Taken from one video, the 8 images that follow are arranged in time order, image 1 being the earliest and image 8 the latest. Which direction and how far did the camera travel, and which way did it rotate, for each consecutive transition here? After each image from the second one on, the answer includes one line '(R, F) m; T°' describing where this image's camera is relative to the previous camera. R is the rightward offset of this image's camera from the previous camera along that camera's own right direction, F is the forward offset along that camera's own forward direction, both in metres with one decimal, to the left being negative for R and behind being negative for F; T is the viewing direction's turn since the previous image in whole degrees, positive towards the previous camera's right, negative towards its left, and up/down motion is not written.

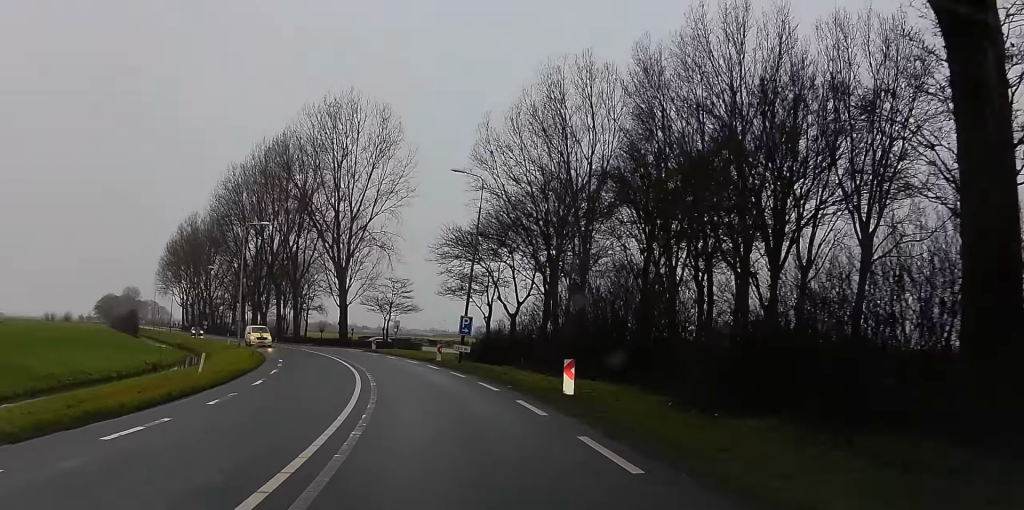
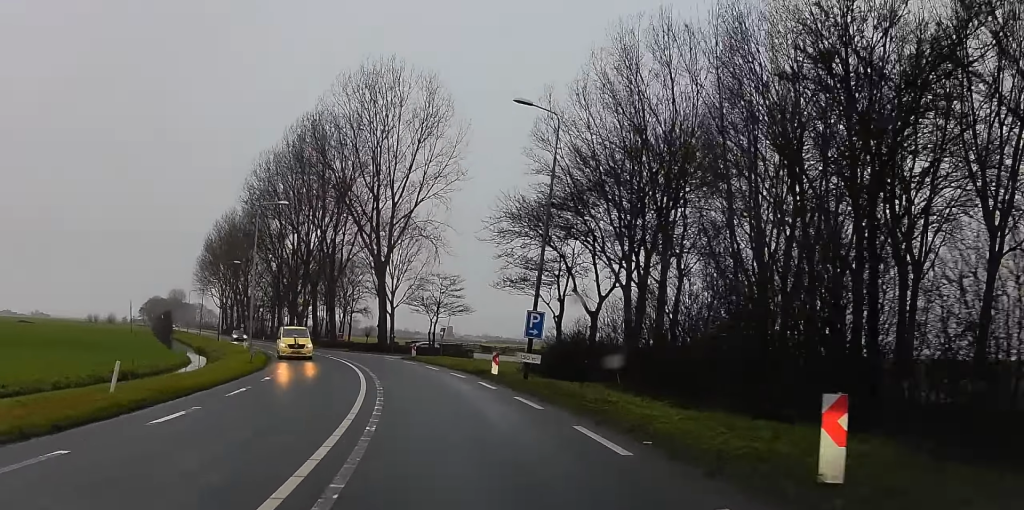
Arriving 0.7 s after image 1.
(-0.2, +10.7) m; -2°
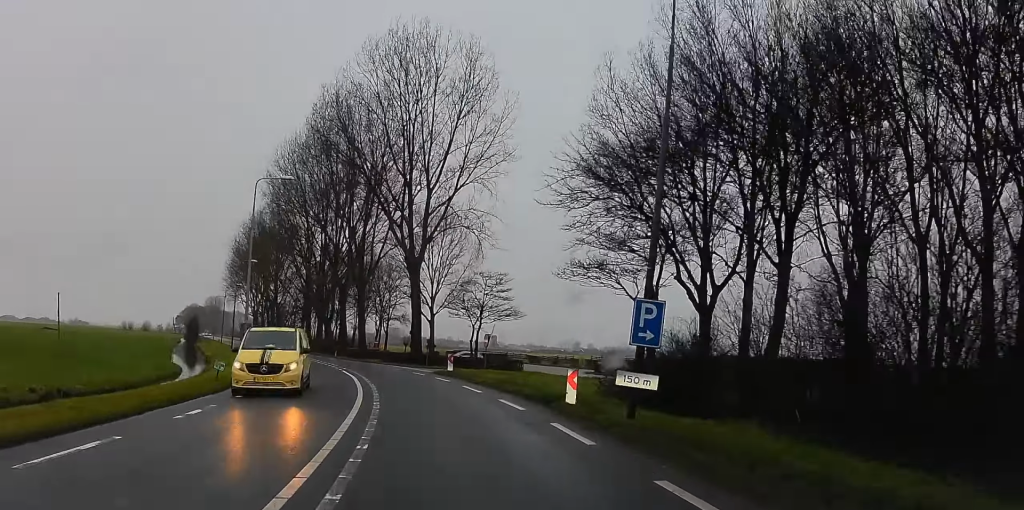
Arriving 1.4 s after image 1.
(-0.1, +10.8) m; -1°
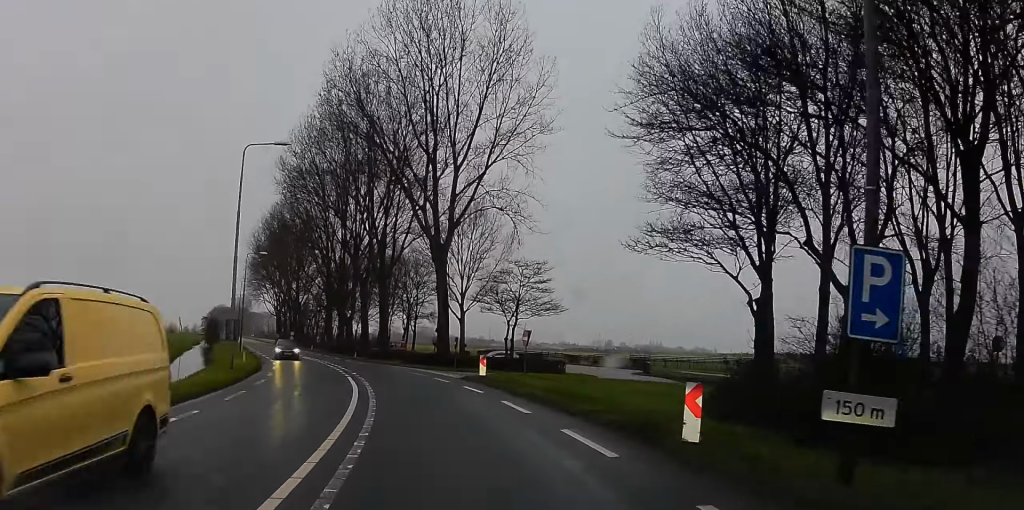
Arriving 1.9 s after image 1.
(0.0, +7.2) m; -2°
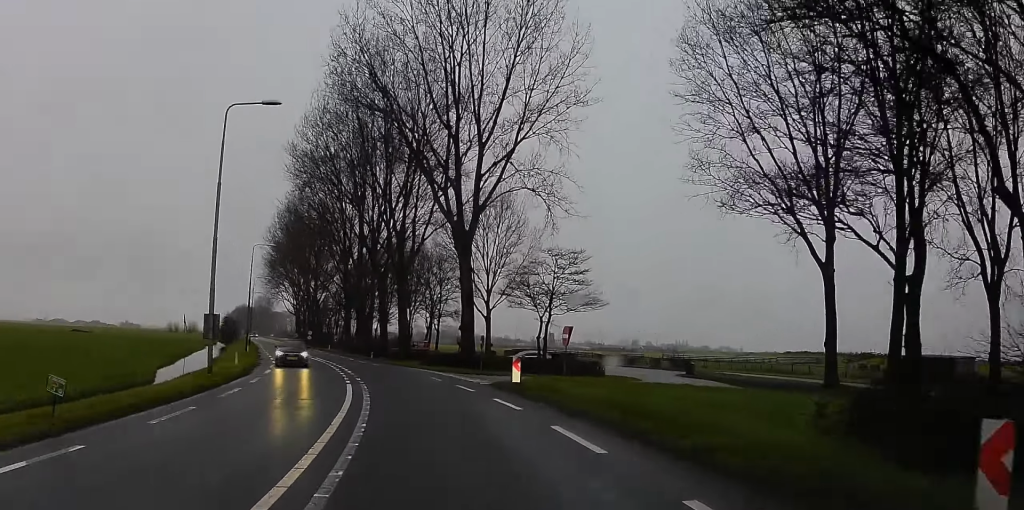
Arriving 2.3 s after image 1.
(+0.1, +6.0) m; -2°
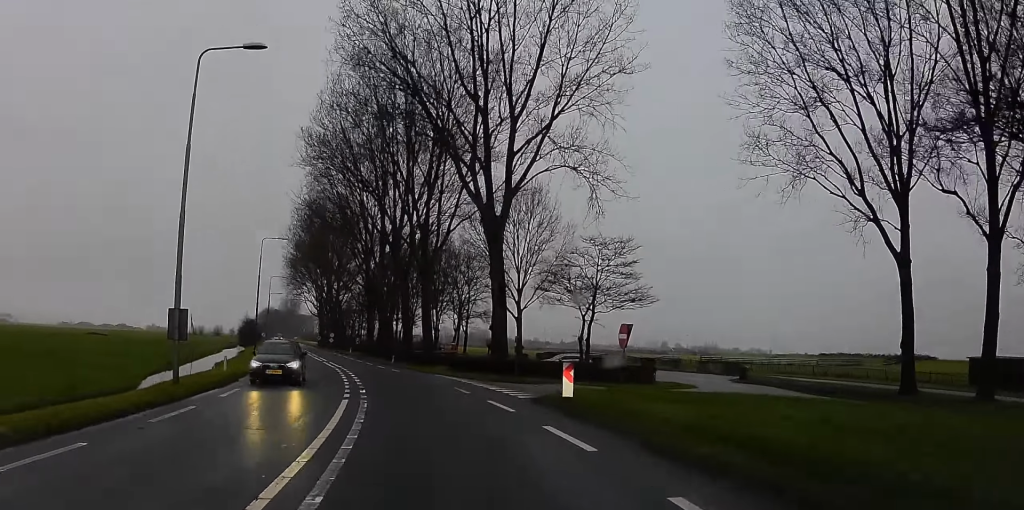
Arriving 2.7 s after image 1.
(+0.3, +5.9) m; -2°
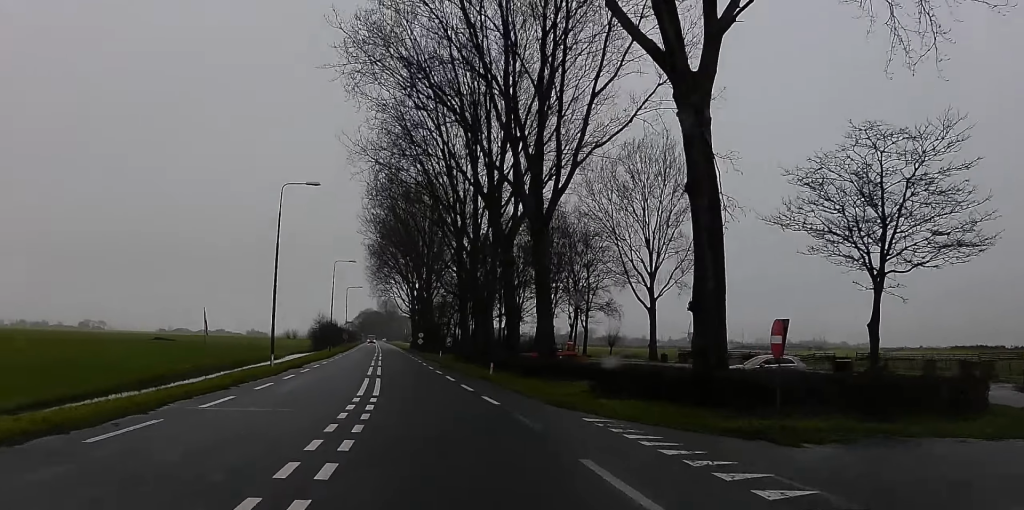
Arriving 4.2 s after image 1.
(-3.4, +21.2) m; -13°
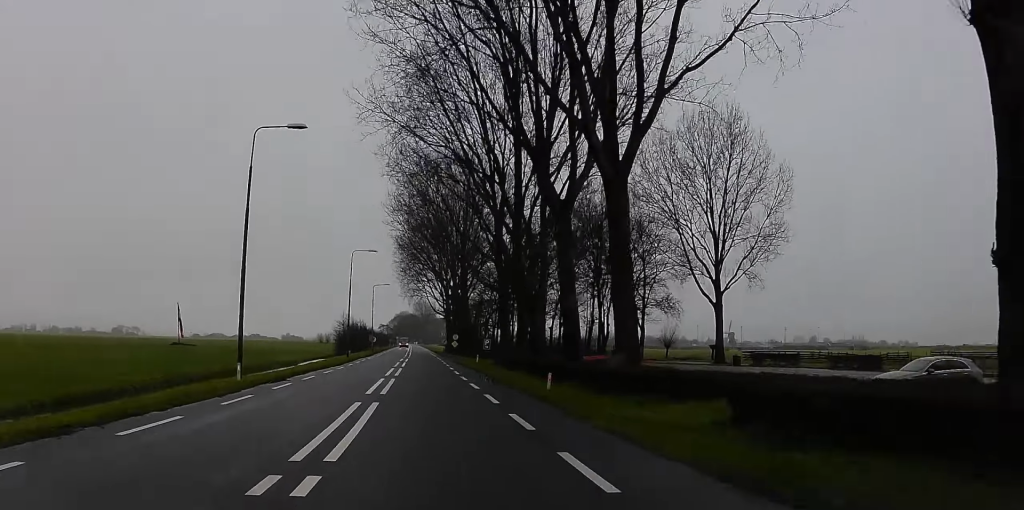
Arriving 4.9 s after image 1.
(-0.5, +10.4) m; -2°
